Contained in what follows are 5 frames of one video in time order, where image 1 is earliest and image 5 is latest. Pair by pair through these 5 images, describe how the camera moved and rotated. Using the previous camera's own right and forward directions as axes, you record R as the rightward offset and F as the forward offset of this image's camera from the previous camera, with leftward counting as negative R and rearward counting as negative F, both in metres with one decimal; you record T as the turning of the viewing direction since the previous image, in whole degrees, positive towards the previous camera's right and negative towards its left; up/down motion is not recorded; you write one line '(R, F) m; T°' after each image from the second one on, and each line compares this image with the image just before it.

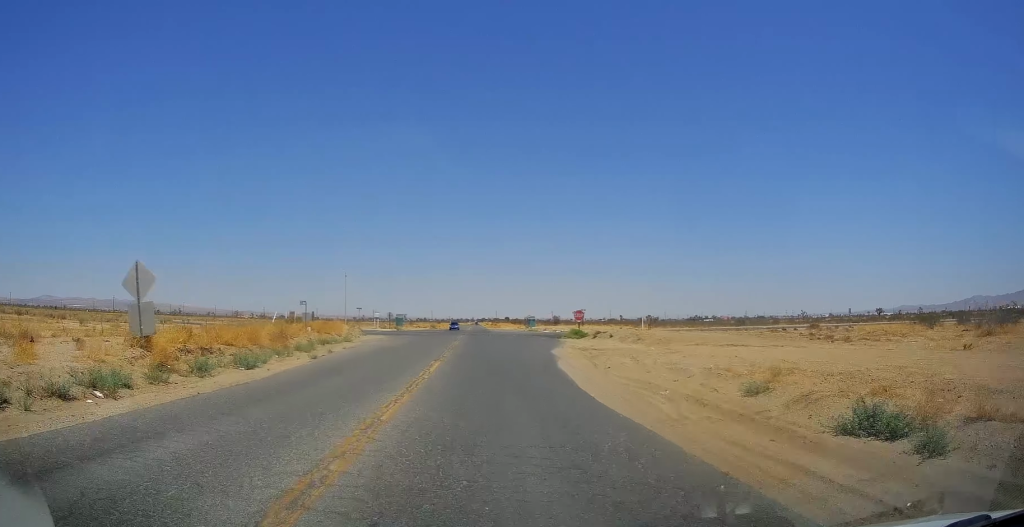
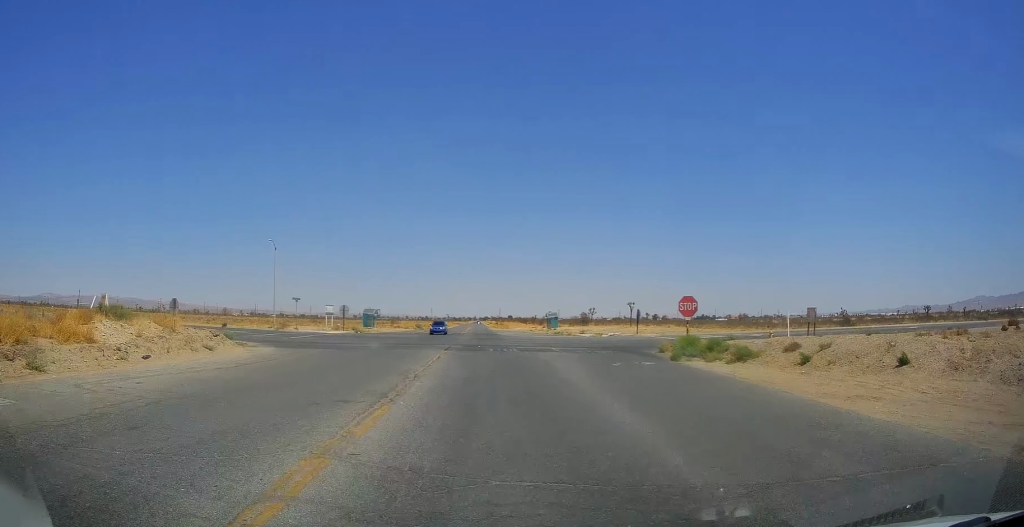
(+0.4, +36.4) m; +1°
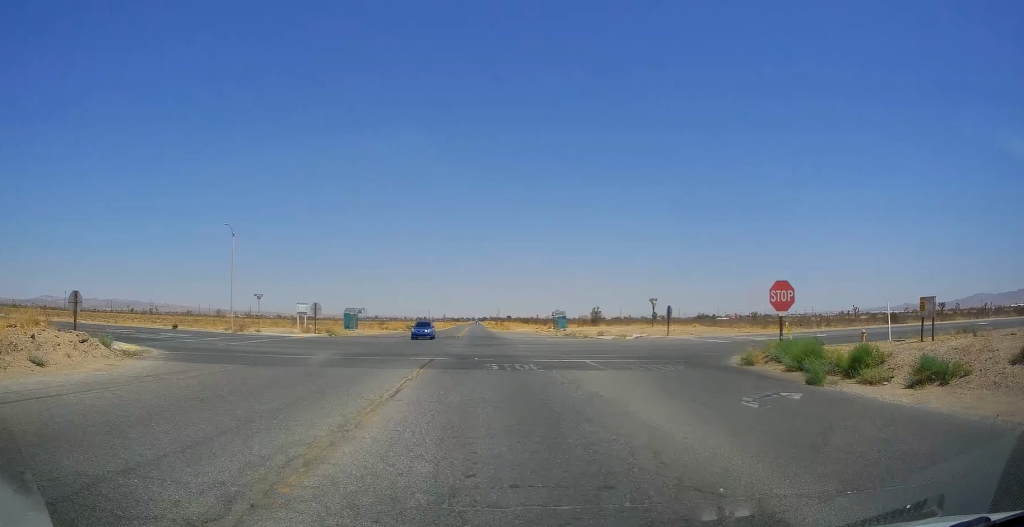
(0.0, +12.1) m; 0°
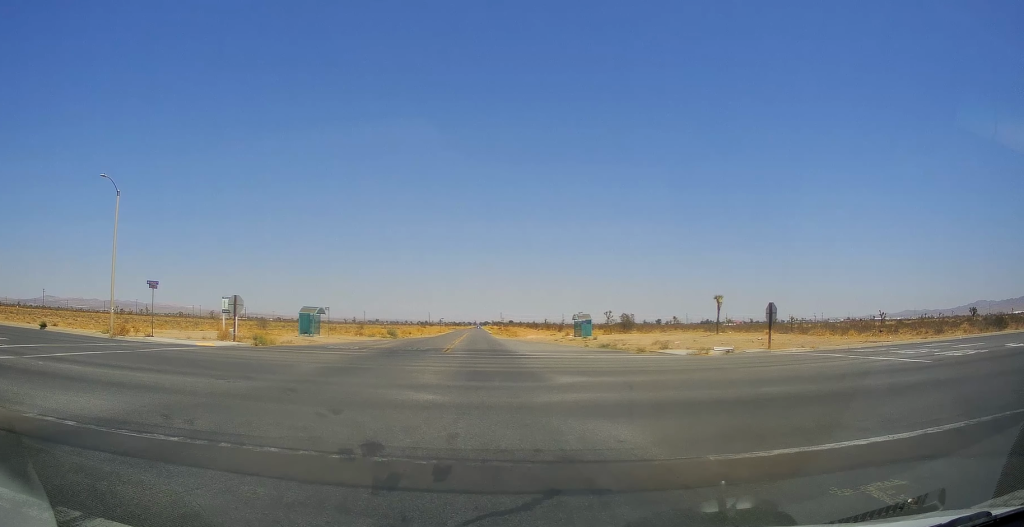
(+0.8, +31.2) m; +7°
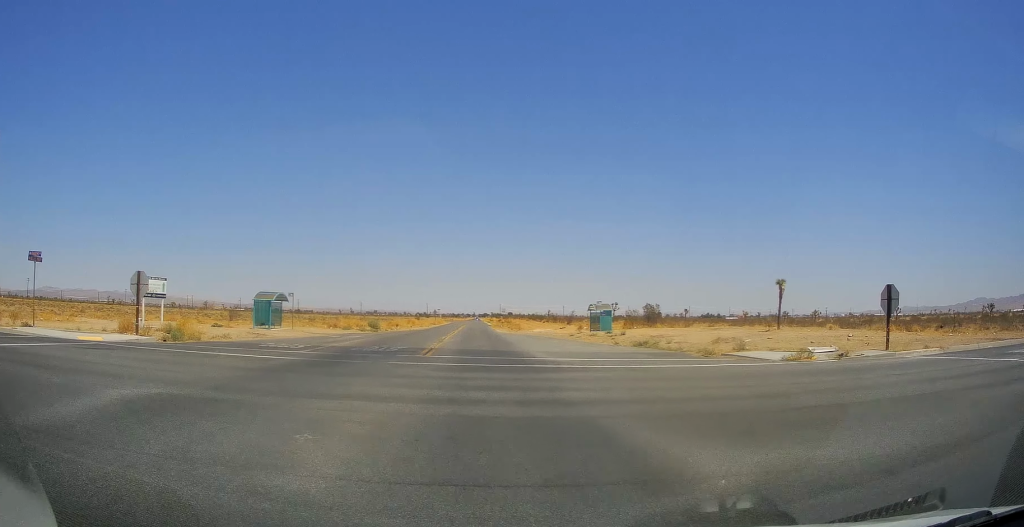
(-0.3, +11.6) m; -5°
